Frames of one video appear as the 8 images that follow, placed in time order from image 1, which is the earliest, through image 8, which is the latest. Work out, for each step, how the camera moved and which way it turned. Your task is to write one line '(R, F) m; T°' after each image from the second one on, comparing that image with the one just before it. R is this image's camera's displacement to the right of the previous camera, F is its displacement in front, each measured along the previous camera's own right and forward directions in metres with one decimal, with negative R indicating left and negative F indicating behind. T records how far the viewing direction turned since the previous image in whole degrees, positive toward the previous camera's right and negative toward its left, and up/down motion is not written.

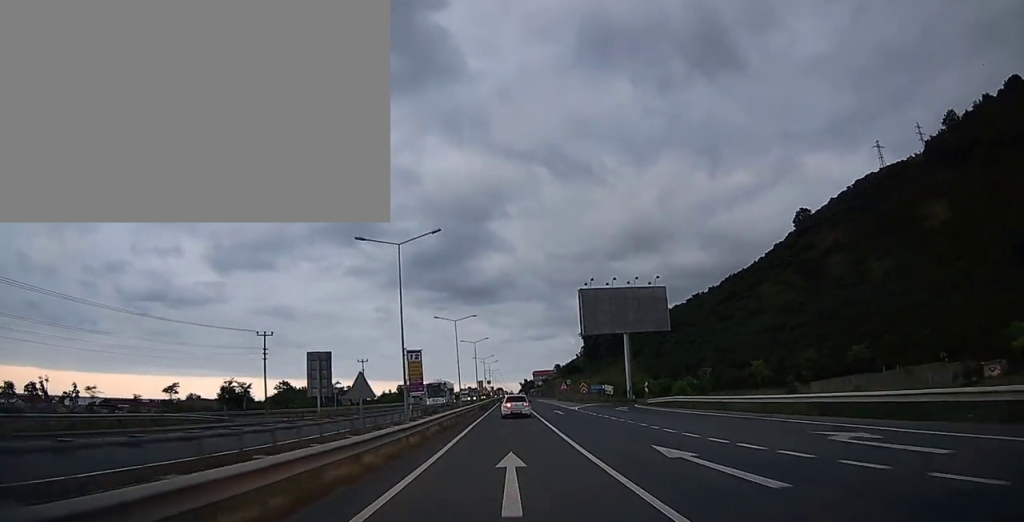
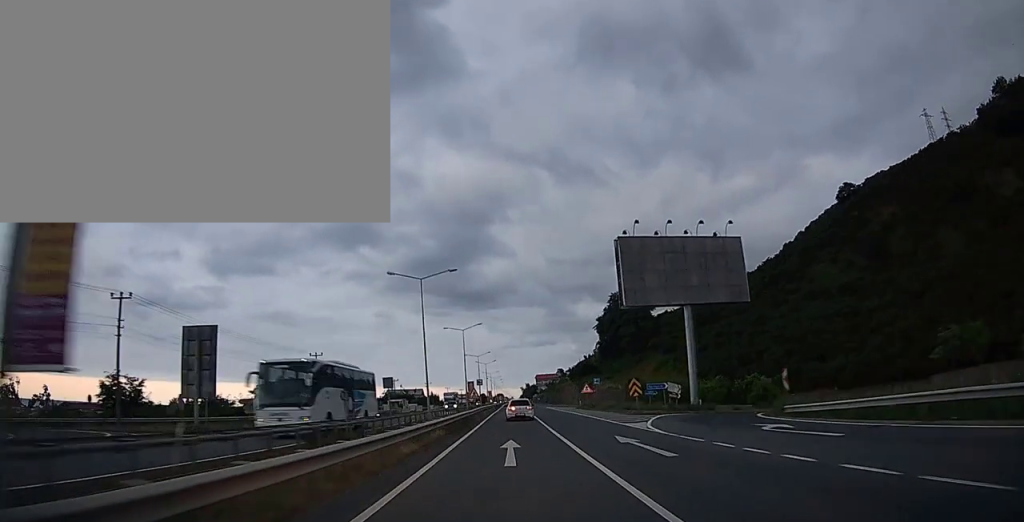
(0.0, +26.2) m; 0°
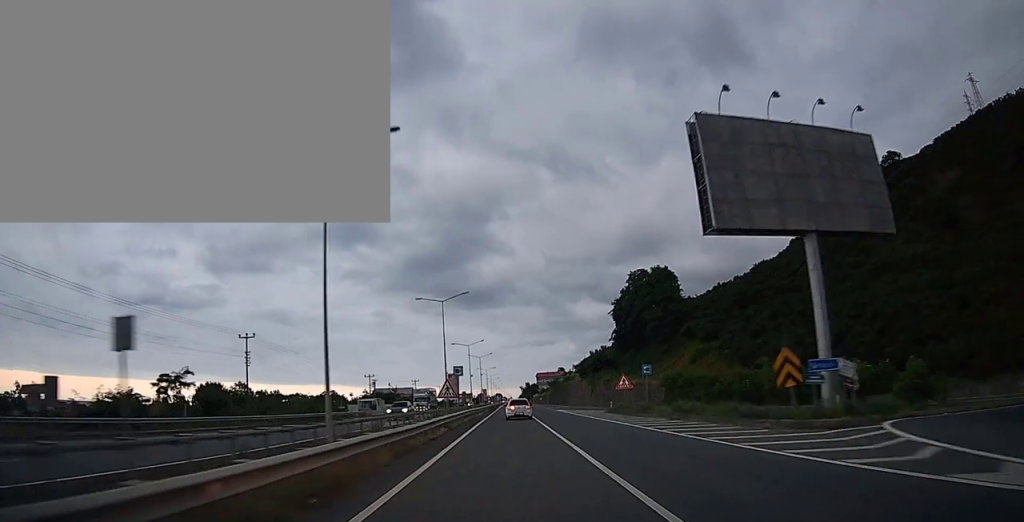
(0.0, +21.7) m; 0°
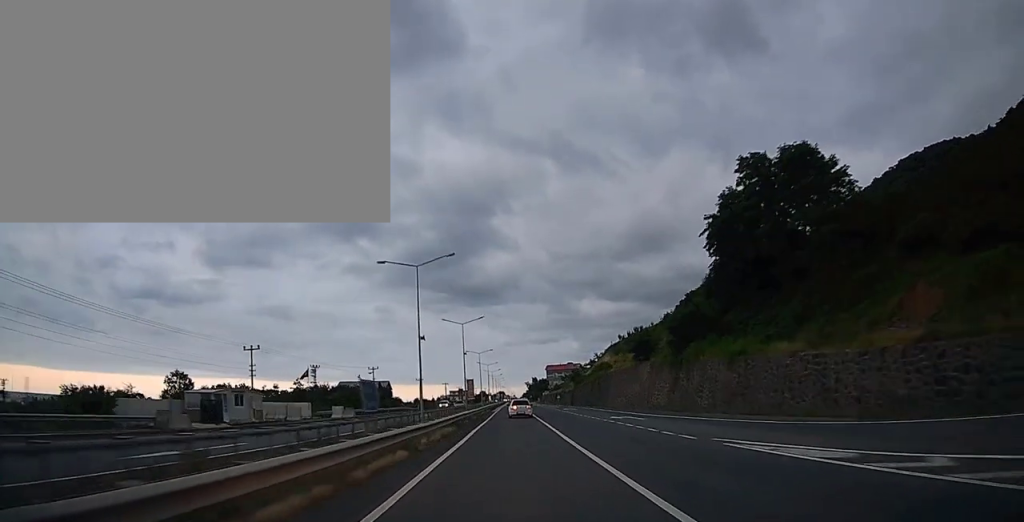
(-0.3, +51.7) m; 0°
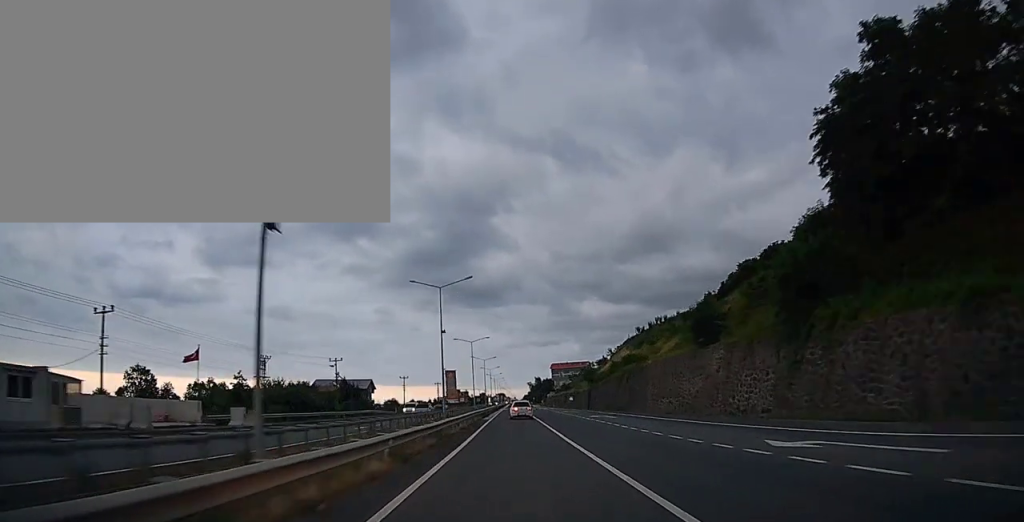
(0.0, +23.6) m; 0°
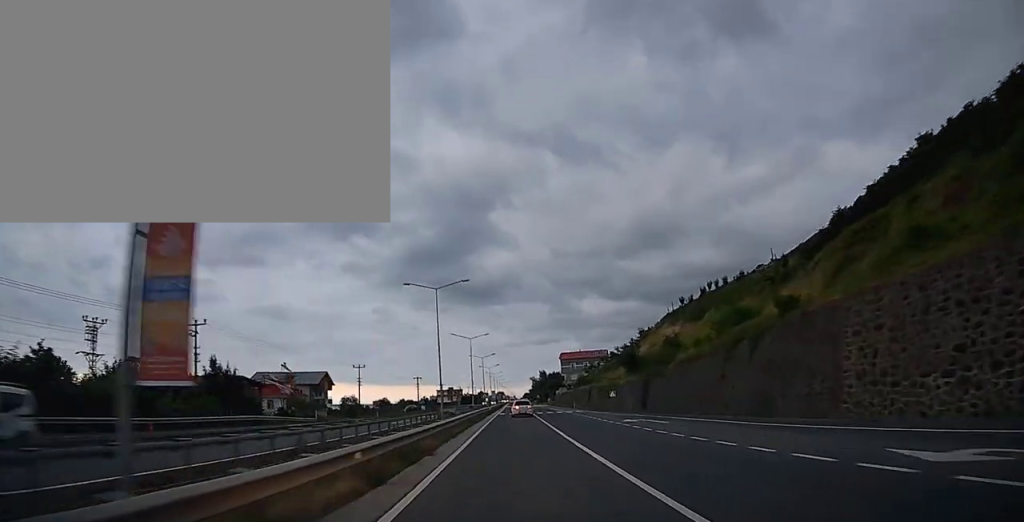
(0.0, +38.7) m; 0°
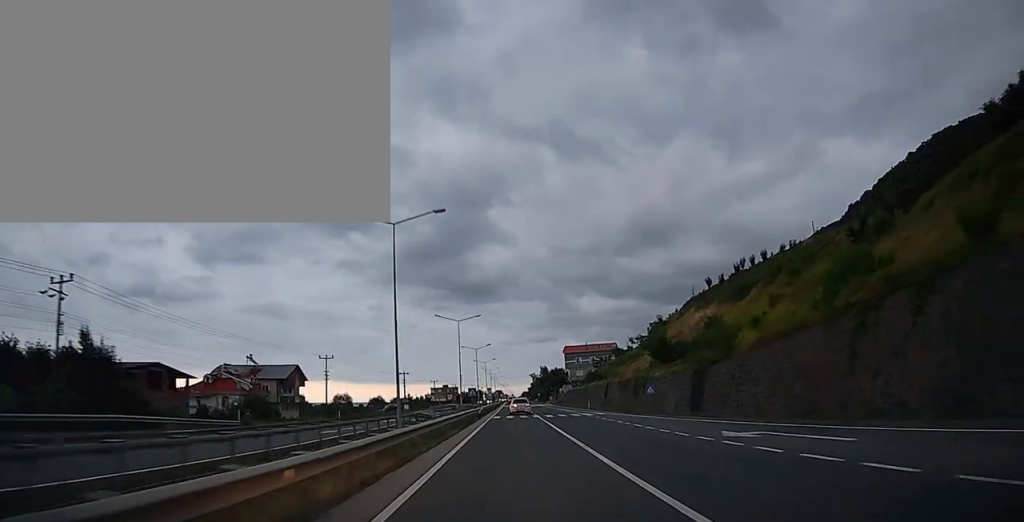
(+0.1, +16.0) m; 0°
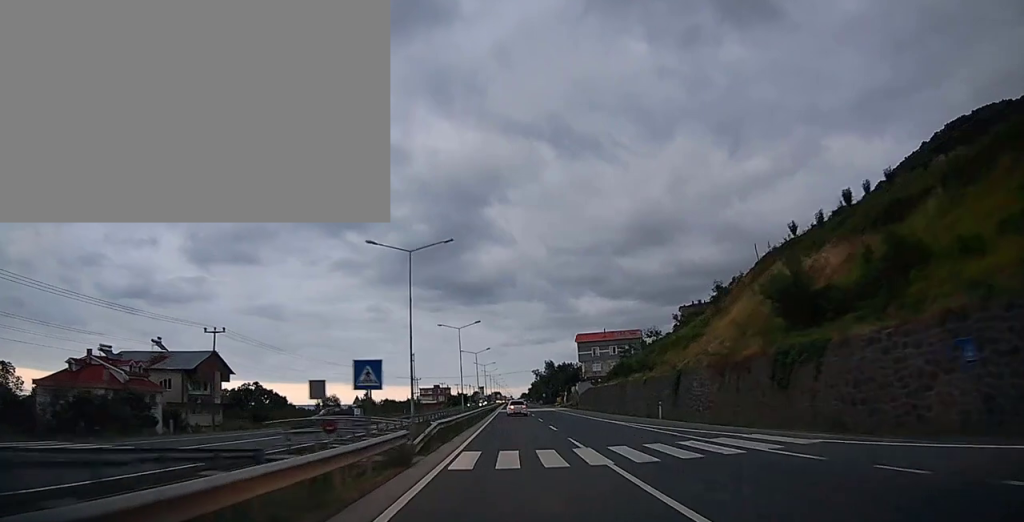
(+0.1, +30.1) m; 0°
